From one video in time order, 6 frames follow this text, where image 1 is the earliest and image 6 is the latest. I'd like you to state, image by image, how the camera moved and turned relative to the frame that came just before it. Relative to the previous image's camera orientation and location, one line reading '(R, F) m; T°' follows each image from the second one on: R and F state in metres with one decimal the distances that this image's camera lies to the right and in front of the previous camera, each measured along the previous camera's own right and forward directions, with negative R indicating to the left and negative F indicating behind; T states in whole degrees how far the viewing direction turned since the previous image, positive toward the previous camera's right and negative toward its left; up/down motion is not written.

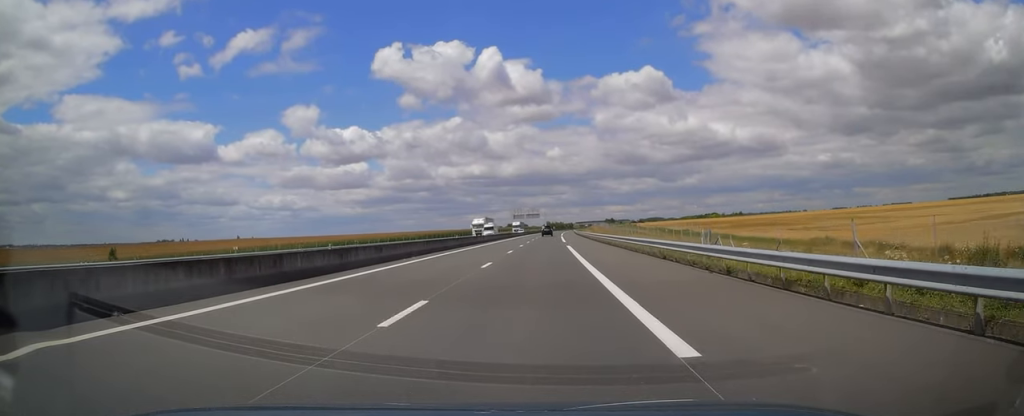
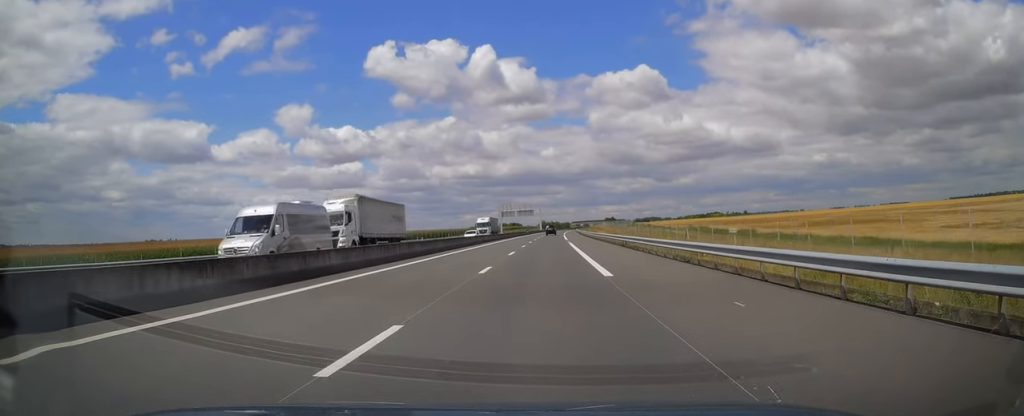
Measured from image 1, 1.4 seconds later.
(+0.1, +42.0) m; 0°
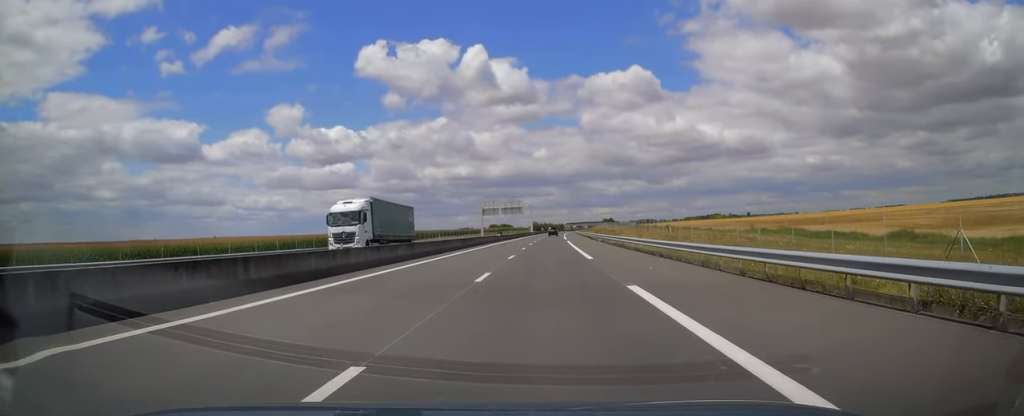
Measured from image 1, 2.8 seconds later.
(+0.1, +41.5) m; +1°
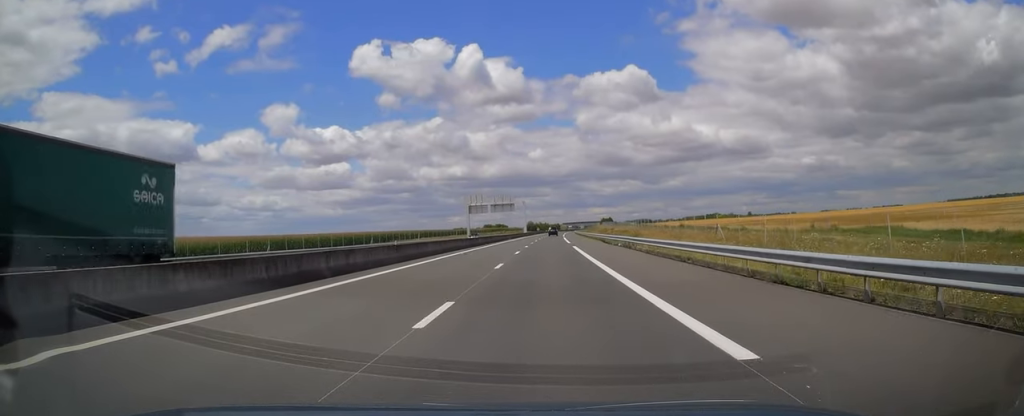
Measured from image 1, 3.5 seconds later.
(+0.3, +20.5) m; +1°
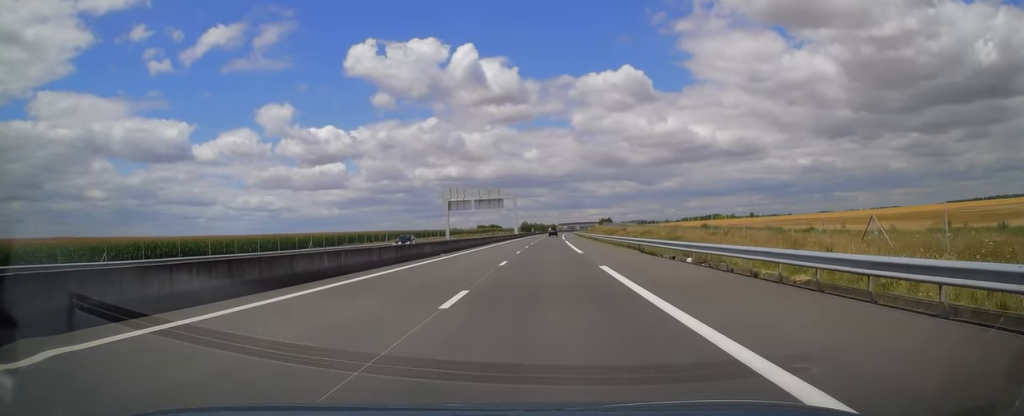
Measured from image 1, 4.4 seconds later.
(+0.1, +24.0) m; 0°
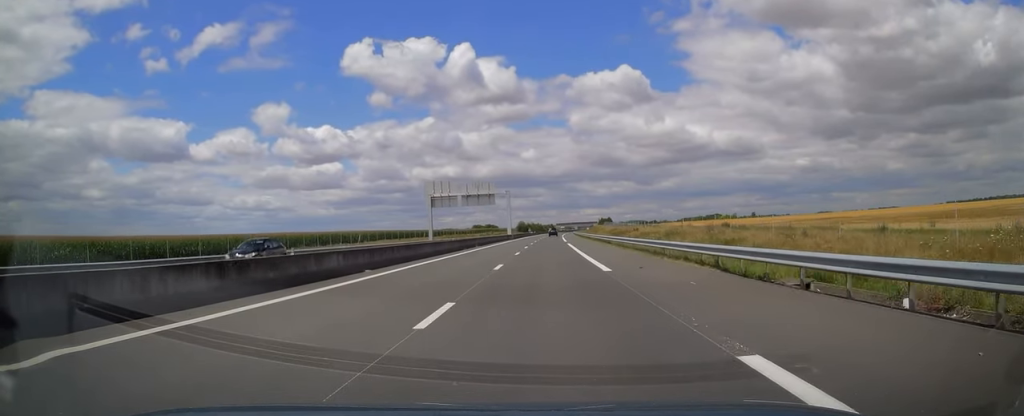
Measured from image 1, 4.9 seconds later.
(0.0, +15.1) m; 0°
